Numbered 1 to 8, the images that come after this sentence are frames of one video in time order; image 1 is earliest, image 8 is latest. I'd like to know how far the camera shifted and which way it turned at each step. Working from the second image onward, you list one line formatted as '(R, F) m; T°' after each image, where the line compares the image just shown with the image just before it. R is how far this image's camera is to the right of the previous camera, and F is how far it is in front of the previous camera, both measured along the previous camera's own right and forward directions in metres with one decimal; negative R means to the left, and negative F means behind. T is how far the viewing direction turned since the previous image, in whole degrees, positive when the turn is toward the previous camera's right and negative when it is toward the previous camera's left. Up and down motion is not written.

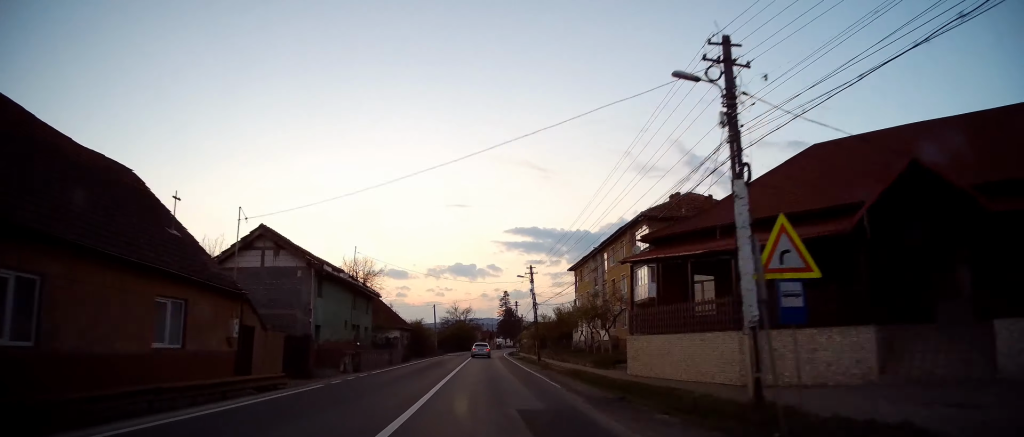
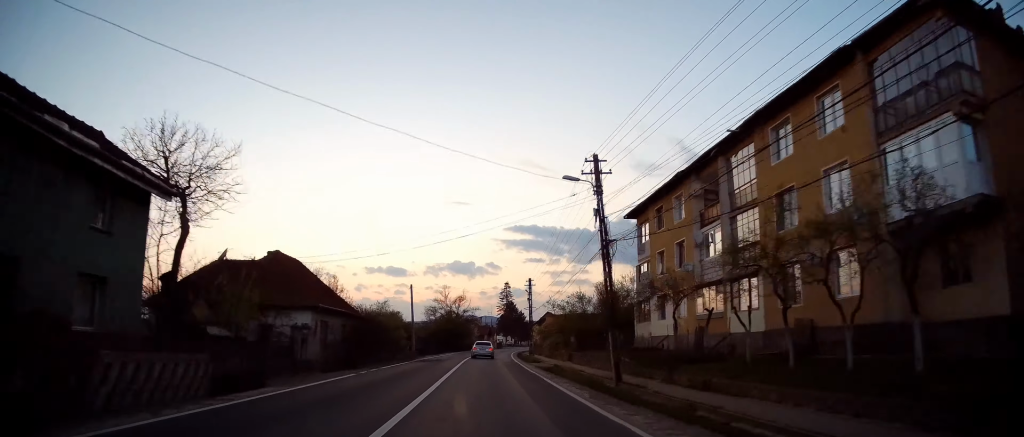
(-0.3, +27.6) m; 0°
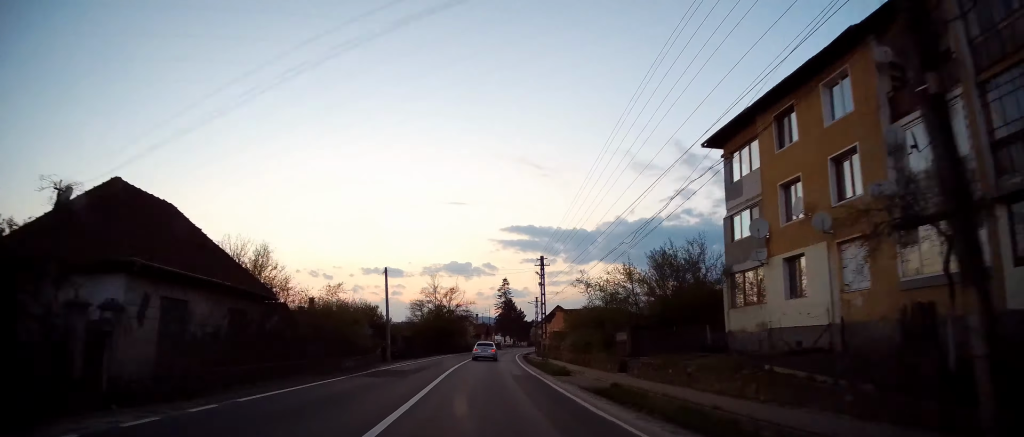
(+0.1, +15.1) m; 0°
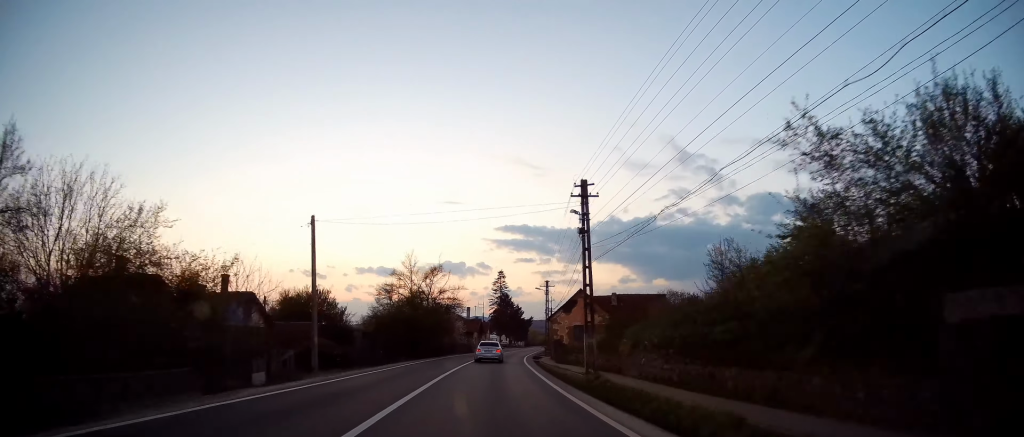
(-0.2, +21.1) m; 0°
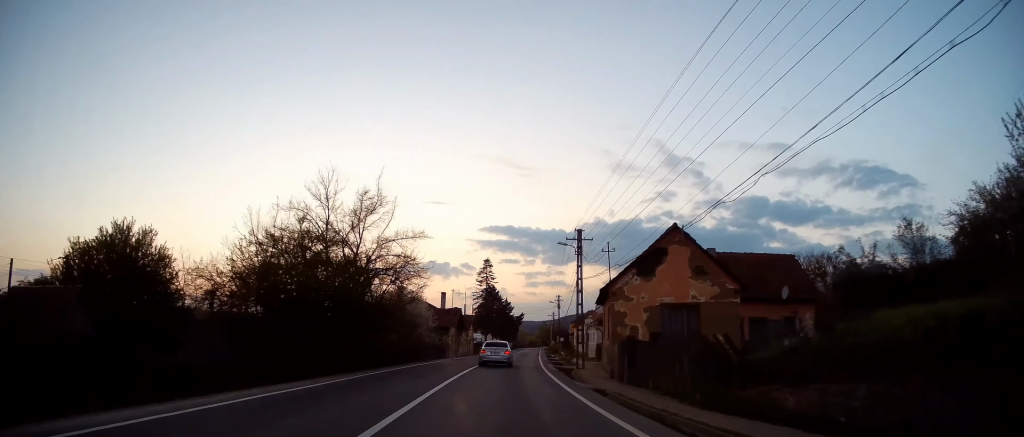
(+0.1, +27.7) m; +2°
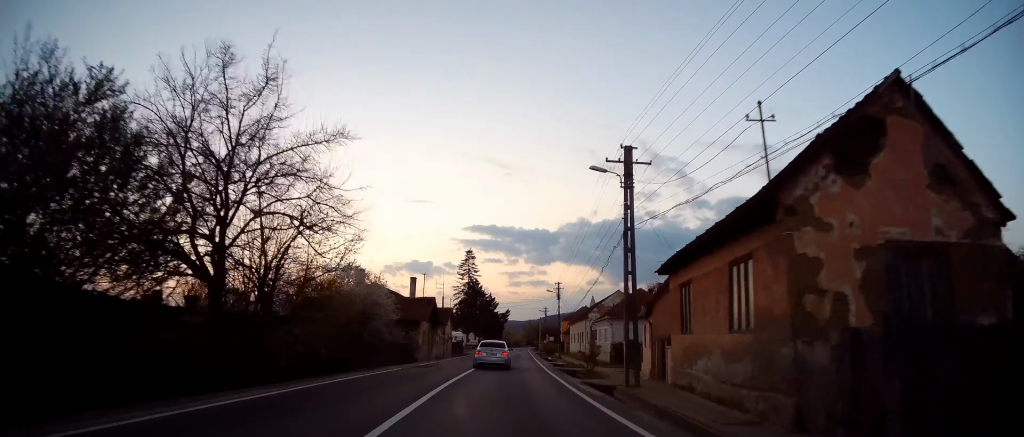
(+0.2, +14.4) m; +2°
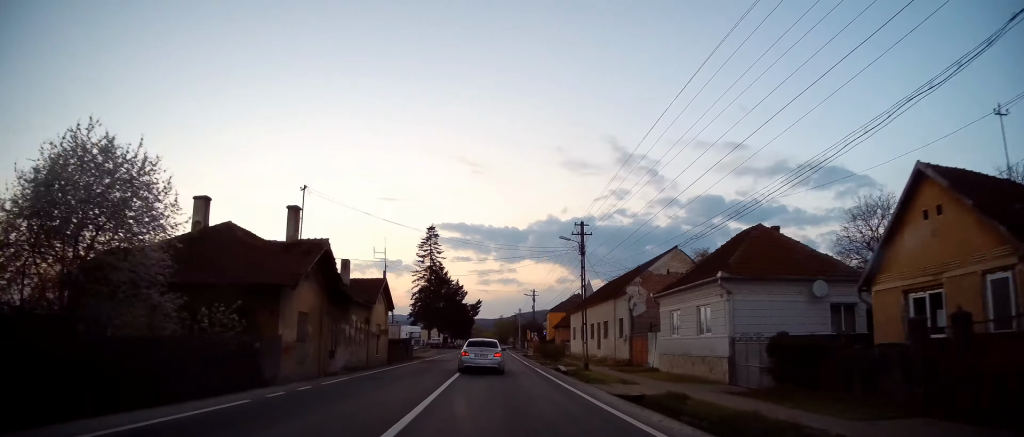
(+0.8, +27.5) m; +3°
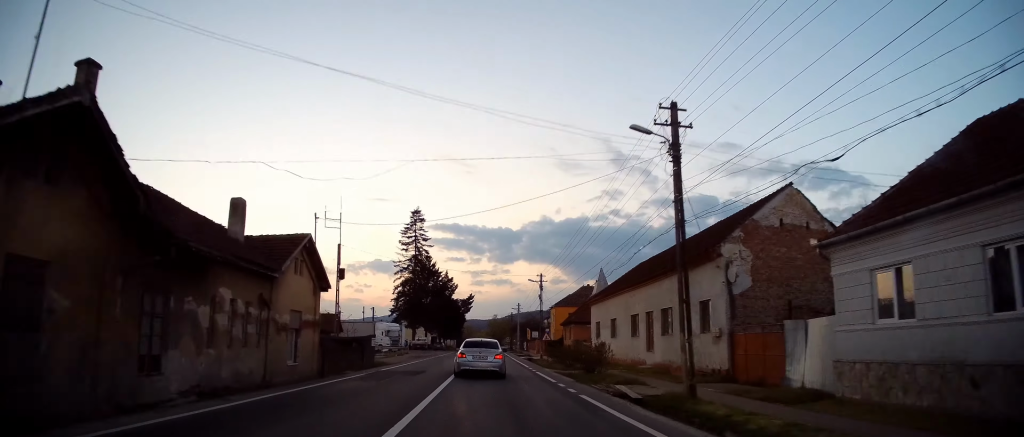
(+0.2, +15.3) m; +1°
